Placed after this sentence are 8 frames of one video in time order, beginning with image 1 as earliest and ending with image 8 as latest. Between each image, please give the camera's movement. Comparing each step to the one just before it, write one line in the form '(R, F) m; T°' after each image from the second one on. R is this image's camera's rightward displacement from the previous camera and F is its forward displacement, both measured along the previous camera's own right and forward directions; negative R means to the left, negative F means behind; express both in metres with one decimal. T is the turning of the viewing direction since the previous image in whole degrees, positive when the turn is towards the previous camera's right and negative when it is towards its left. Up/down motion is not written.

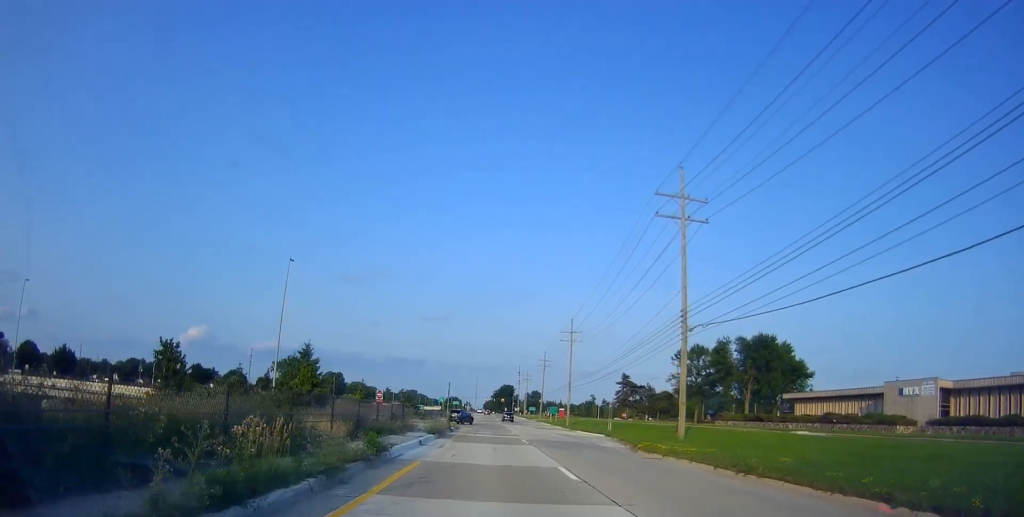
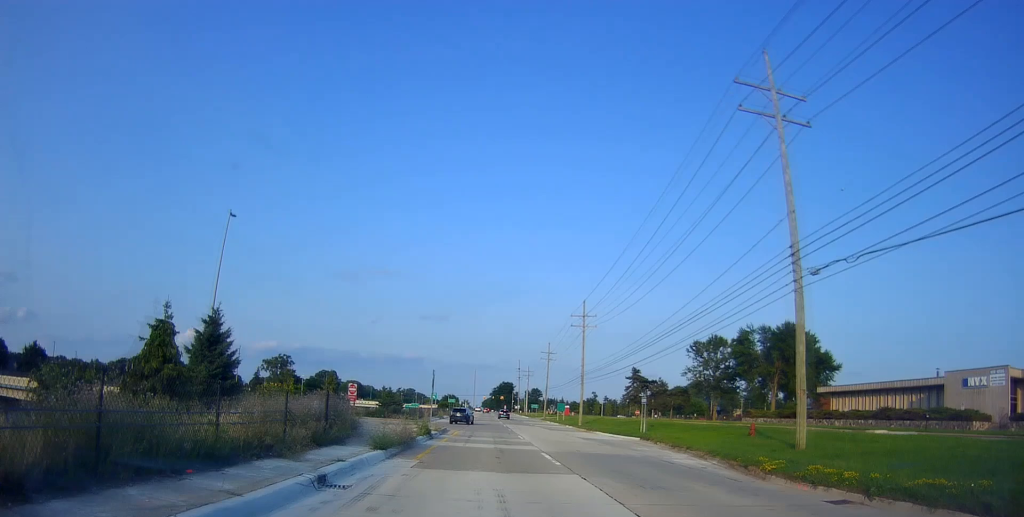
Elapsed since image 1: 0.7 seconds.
(0.0, +12.8) m; +1°
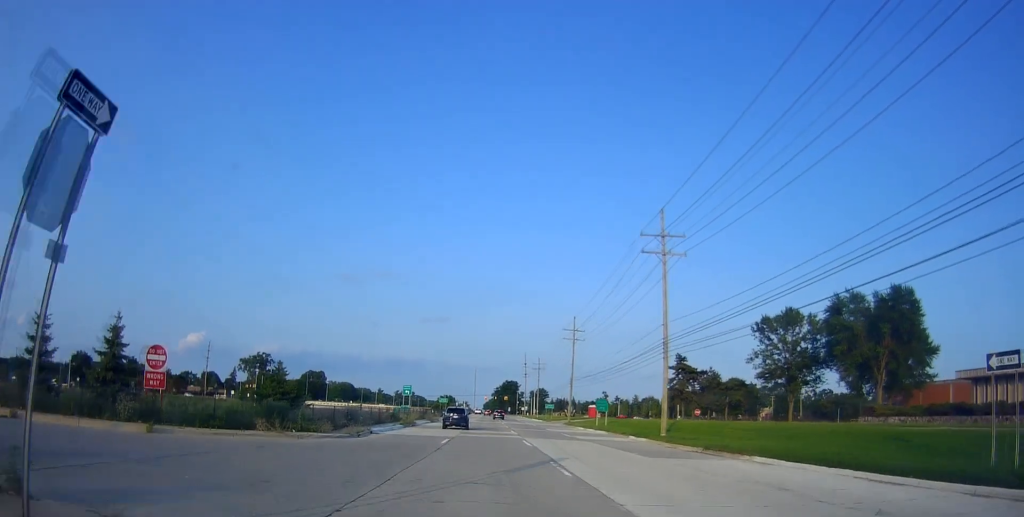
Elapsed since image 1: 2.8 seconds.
(+0.9, +36.8) m; +1°
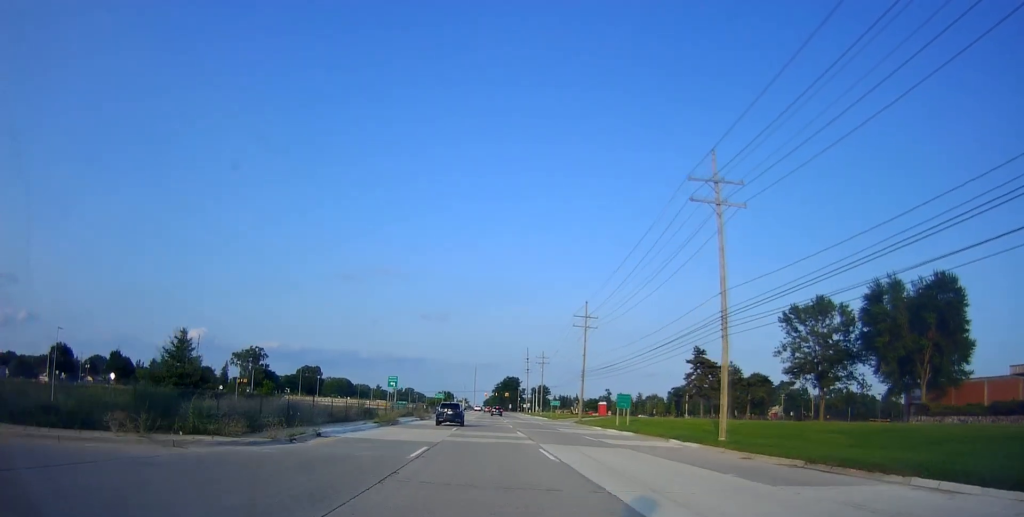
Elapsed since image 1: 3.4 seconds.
(0.0, +10.9) m; 0°
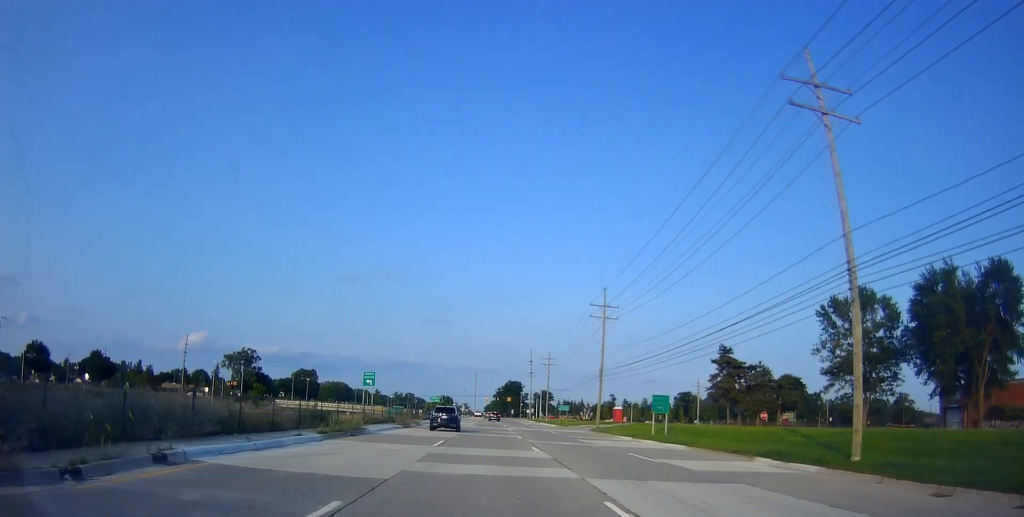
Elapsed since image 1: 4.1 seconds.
(0.0, +11.5) m; 0°
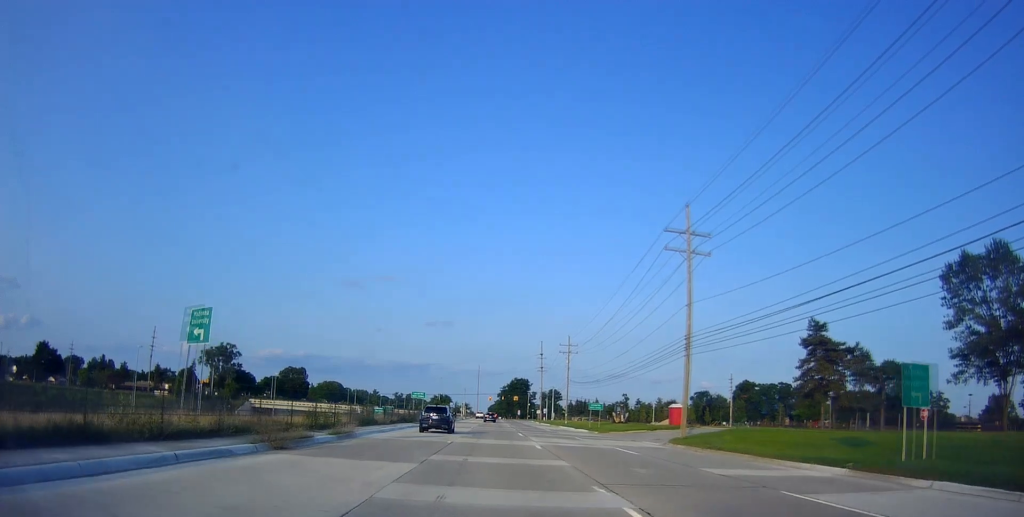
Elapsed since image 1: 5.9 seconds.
(-0.5, +27.8) m; -2°
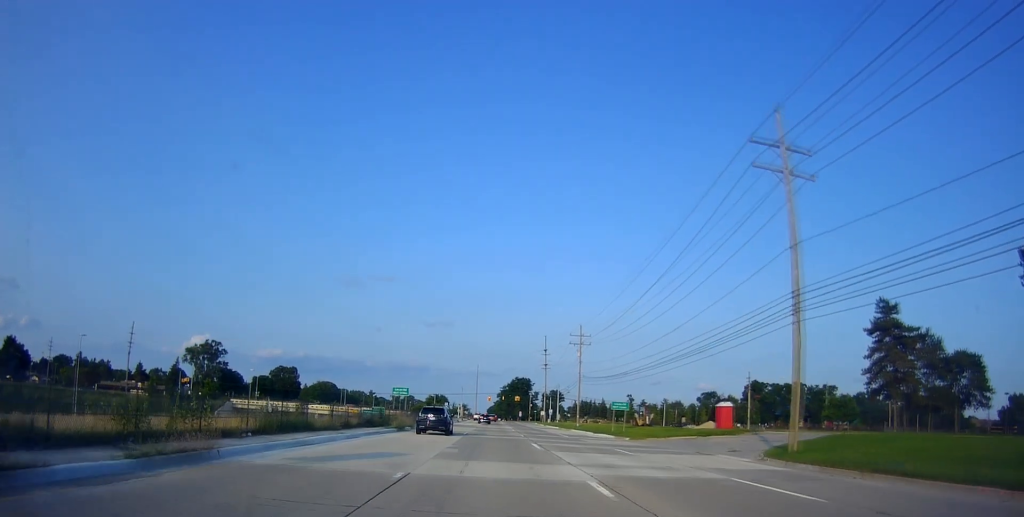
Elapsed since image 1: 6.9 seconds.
(0.0, +14.0) m; 0°
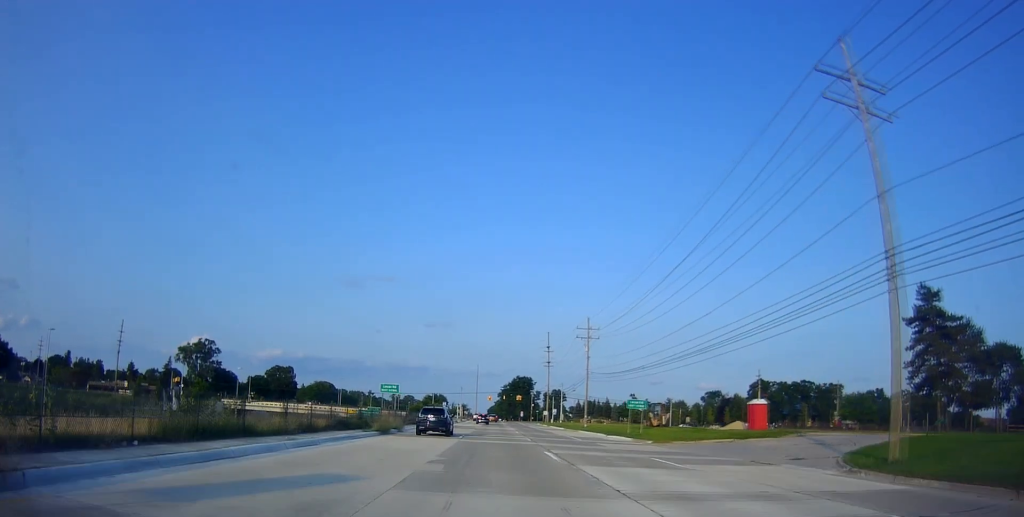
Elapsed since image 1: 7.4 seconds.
(+0.3, +6.7) m; 0°
